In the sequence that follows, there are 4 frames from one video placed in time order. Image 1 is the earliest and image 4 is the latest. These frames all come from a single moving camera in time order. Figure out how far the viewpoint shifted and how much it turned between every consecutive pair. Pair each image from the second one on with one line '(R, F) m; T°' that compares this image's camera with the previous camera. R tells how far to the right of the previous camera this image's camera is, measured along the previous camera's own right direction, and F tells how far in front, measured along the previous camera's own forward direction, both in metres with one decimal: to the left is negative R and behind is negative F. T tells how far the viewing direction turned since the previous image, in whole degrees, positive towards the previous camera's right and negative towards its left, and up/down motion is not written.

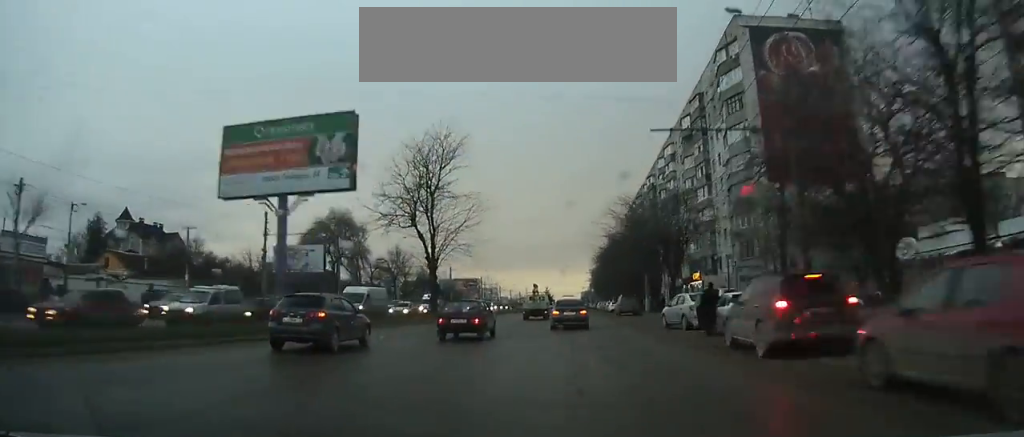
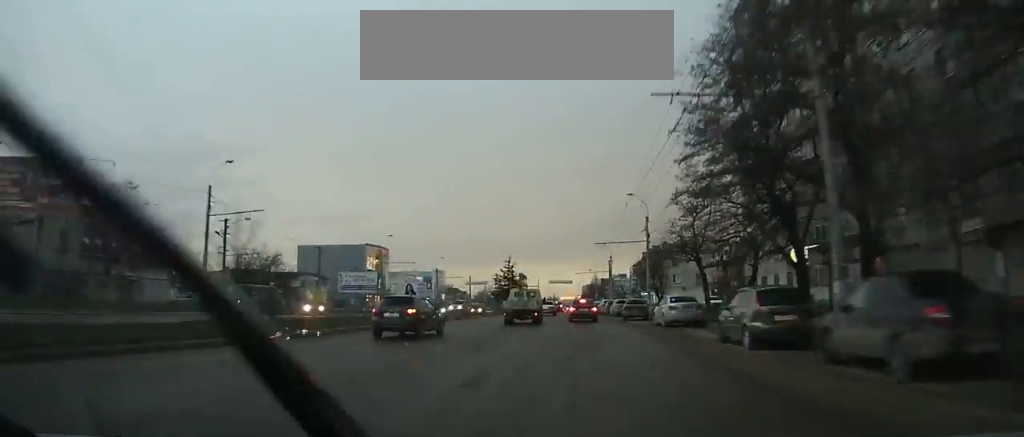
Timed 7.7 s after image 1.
(+0.1, +128.4) m; -2°
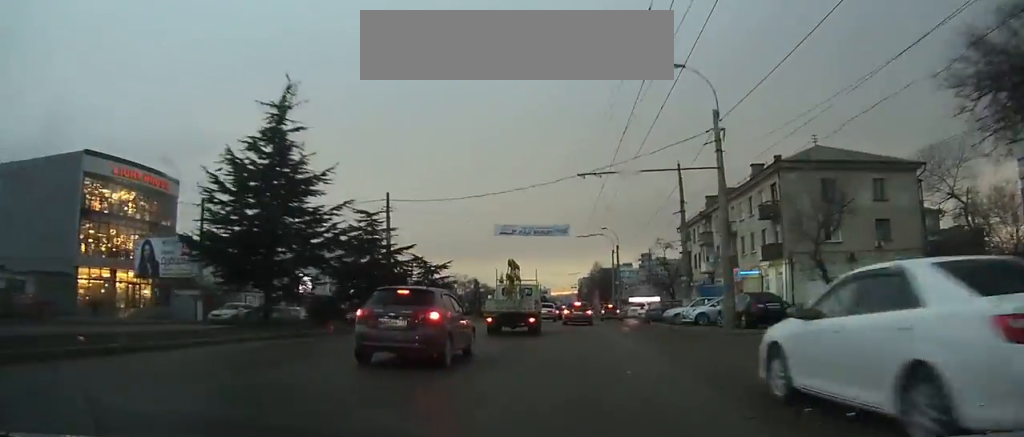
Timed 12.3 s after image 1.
(-0.9, +68.6) m; 0°
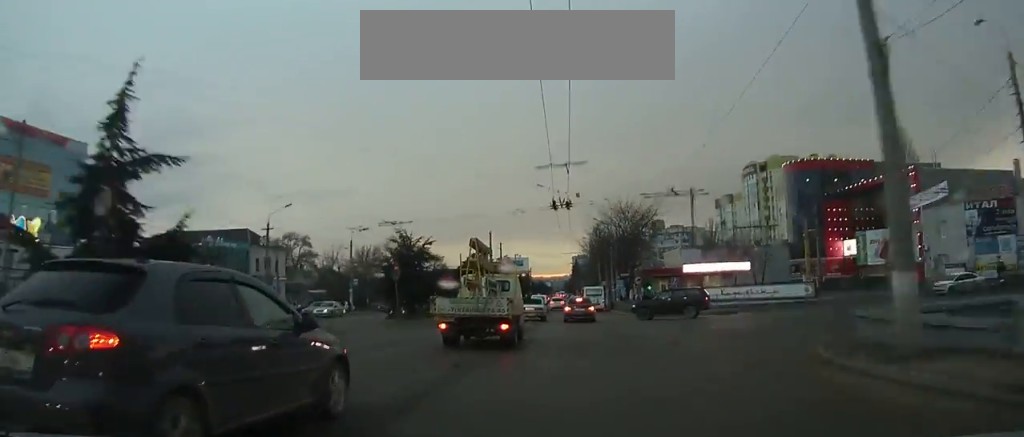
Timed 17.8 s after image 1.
(+1.0, +68.0) m; +2°
